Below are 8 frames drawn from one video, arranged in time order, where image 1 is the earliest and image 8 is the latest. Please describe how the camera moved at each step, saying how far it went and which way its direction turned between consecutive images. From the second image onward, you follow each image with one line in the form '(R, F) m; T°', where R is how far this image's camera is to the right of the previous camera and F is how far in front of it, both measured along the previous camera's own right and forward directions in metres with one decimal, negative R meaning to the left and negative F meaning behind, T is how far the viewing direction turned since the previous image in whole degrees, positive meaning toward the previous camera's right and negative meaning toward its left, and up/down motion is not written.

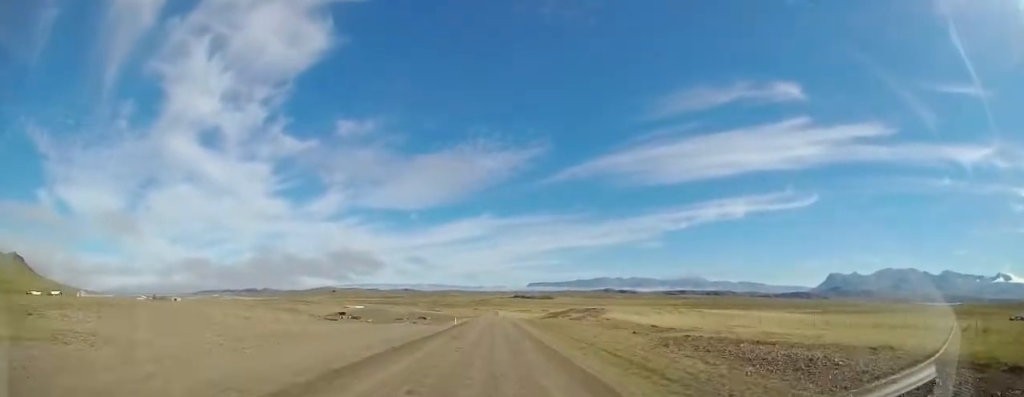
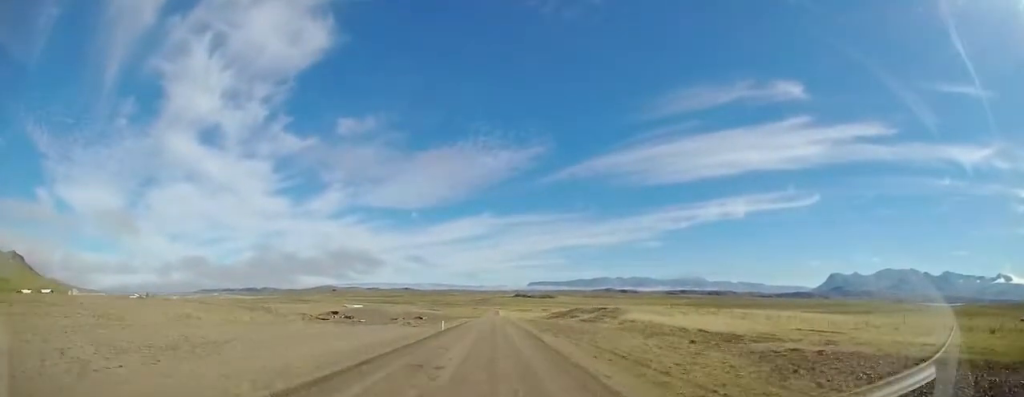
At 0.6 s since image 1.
(0.0, +9.3) m; 0°
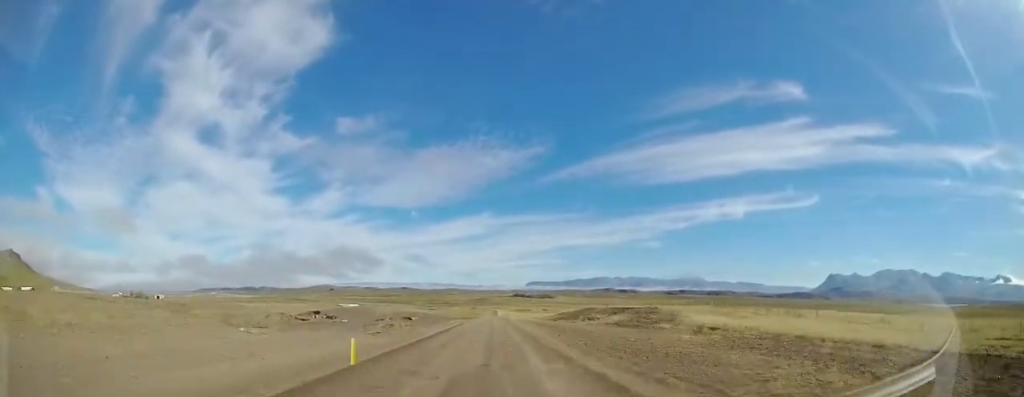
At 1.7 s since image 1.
(-0.1, +18.1) m; 0°
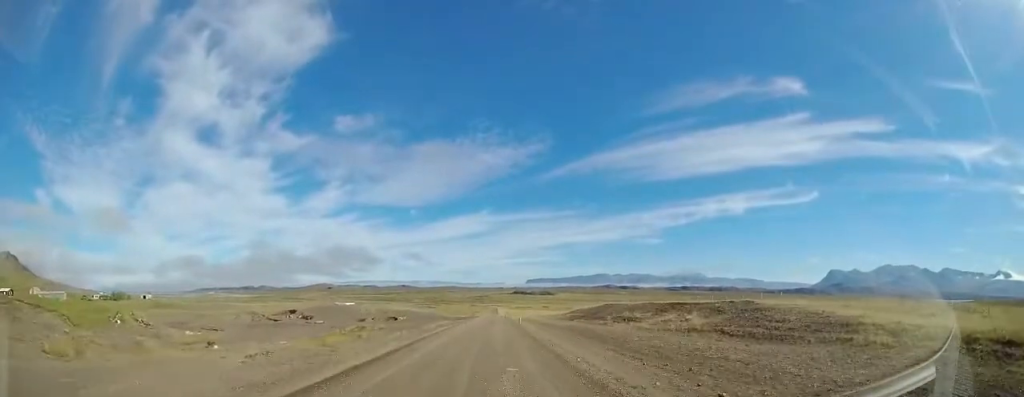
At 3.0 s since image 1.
(0.0, +21.4) m; 0°
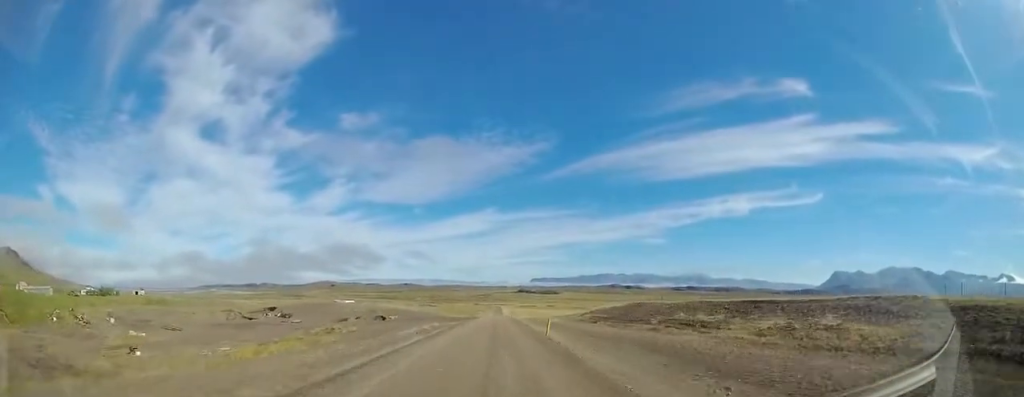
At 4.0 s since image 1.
(0.0, +17.4) m; 0°
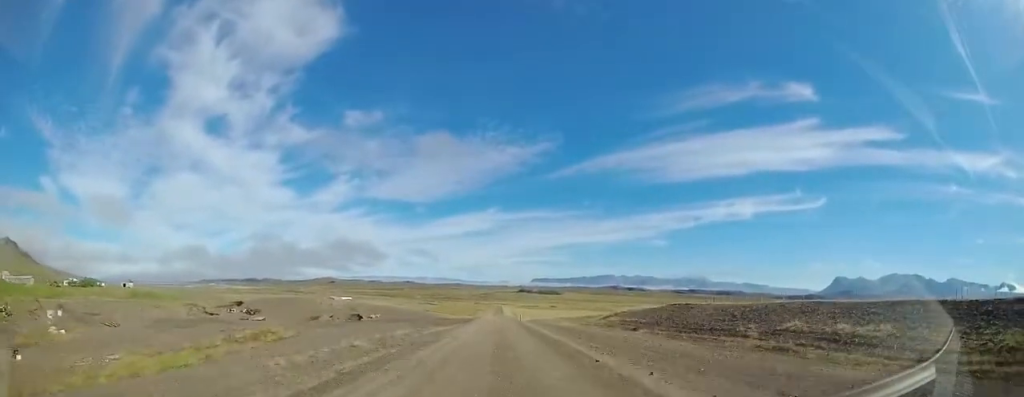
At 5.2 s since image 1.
(-0.1, +19.1) m; -1°
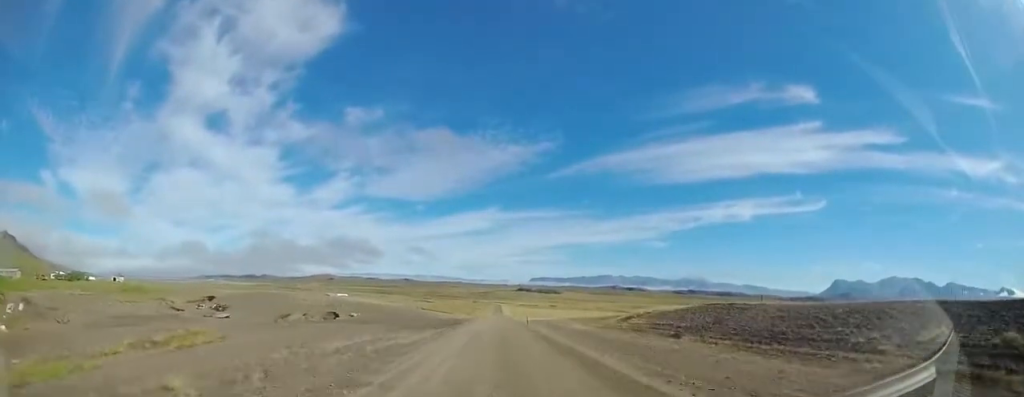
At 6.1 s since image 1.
(-0.1, +13.0) m; 0°
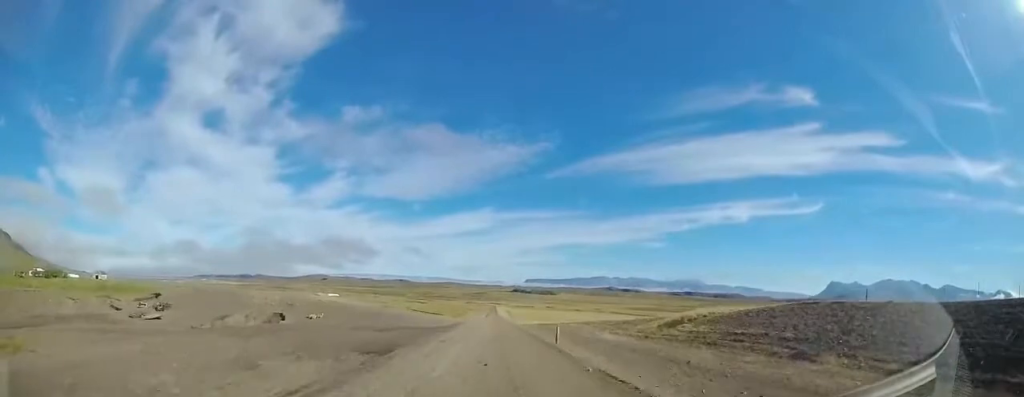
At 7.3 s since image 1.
(+0.2, +18.4) m; +2°
